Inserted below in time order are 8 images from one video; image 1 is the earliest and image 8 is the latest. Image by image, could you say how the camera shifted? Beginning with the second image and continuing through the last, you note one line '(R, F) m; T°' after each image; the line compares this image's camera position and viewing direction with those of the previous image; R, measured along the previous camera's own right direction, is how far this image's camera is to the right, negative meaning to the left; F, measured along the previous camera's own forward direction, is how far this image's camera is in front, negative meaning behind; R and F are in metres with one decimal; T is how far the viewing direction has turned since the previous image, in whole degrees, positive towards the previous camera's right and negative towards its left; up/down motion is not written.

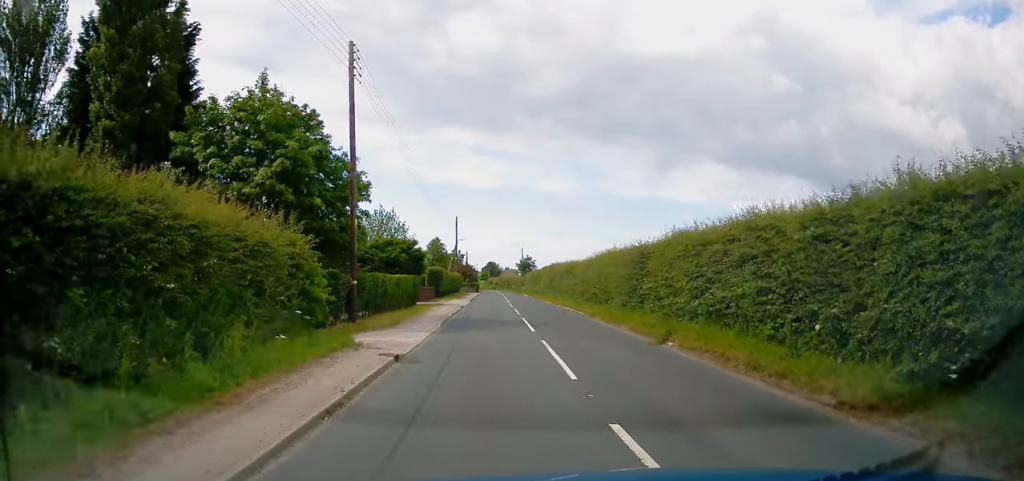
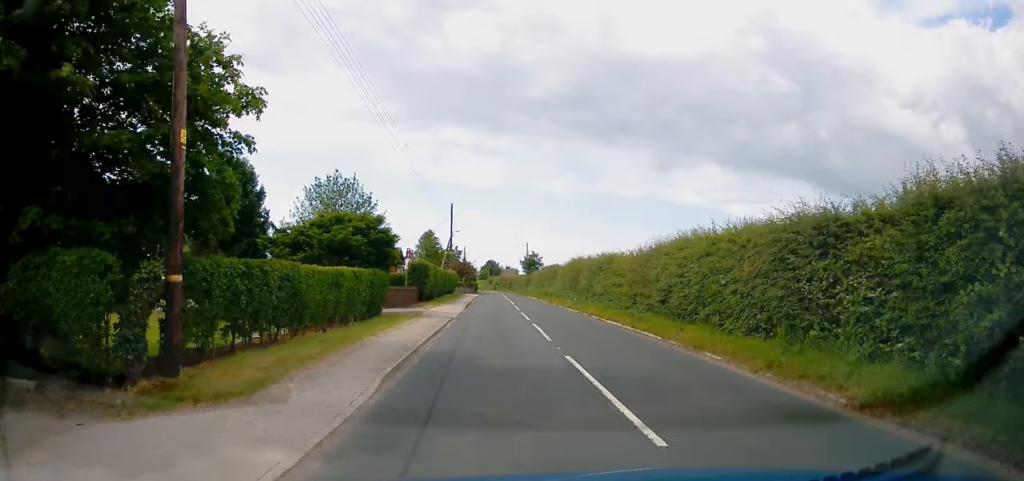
(-0.1, +12.3) m; -1°
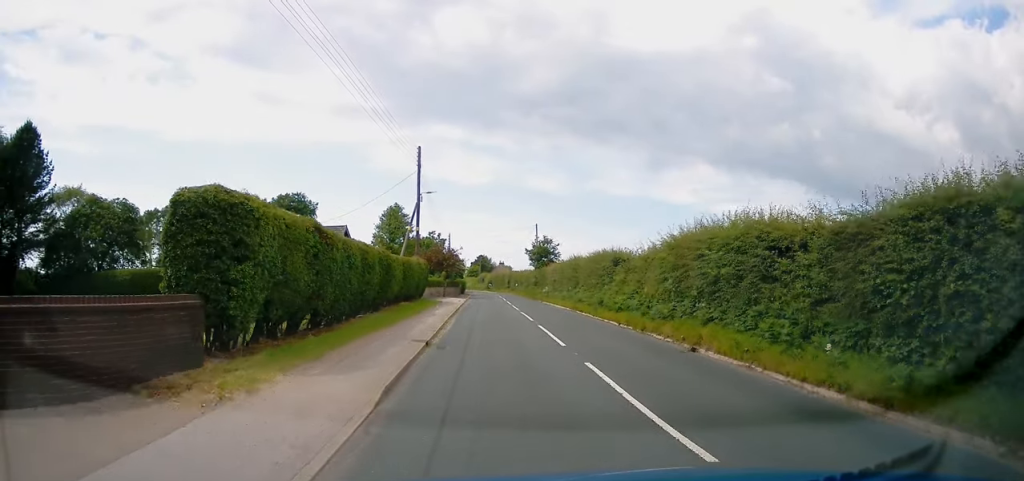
(0.0, +28.0) m; +1°
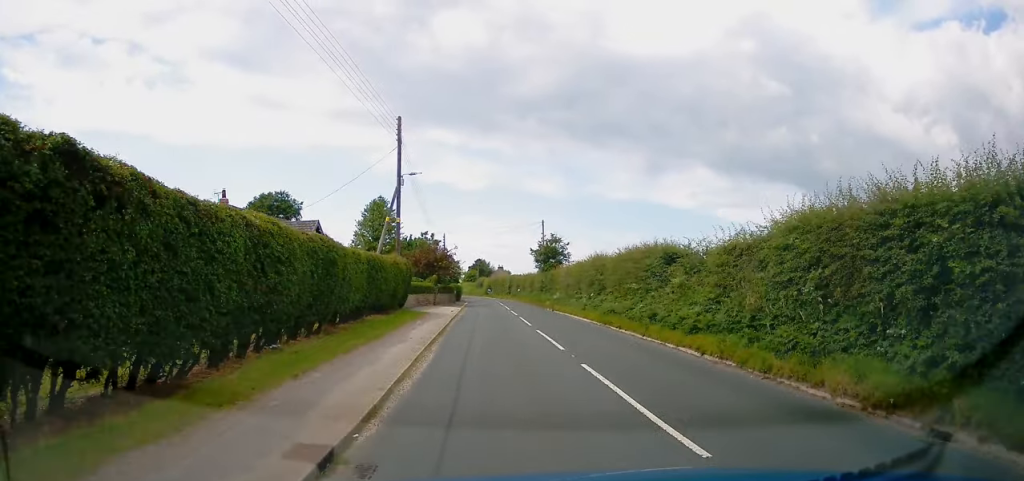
(0.0, +8.5) m; +1°
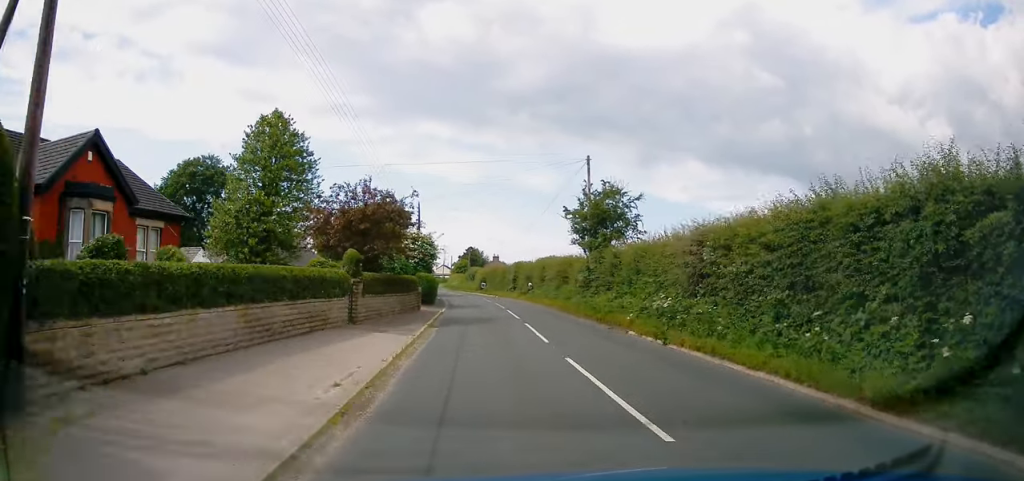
(+0.5, +26.1) m; 0°
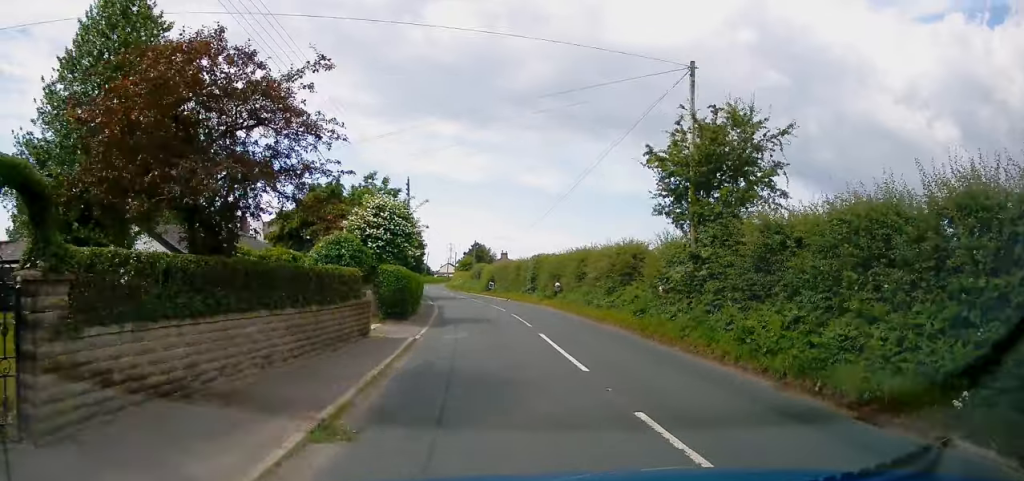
(-0.3, +13.7) m; -1°
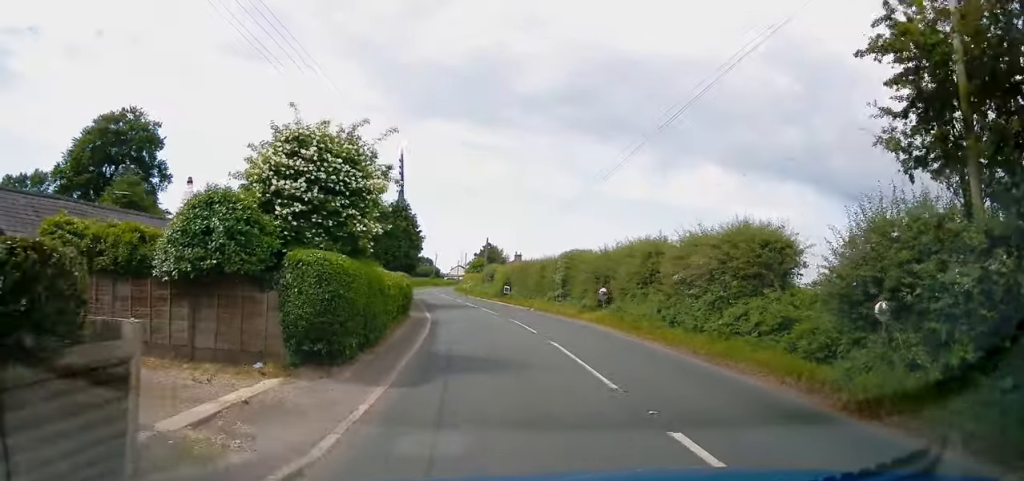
(0.0, +10.1) m; 0°
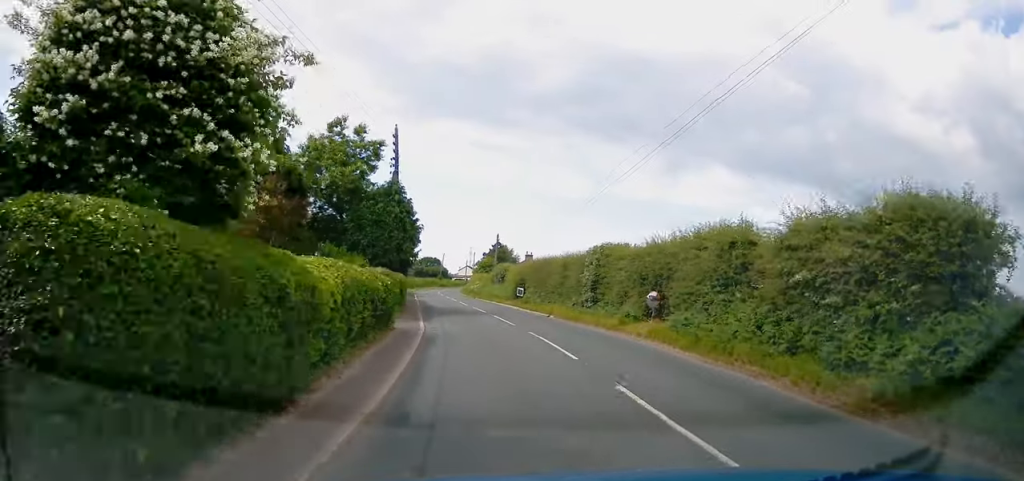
(0.0, +5.9) m; -1°
